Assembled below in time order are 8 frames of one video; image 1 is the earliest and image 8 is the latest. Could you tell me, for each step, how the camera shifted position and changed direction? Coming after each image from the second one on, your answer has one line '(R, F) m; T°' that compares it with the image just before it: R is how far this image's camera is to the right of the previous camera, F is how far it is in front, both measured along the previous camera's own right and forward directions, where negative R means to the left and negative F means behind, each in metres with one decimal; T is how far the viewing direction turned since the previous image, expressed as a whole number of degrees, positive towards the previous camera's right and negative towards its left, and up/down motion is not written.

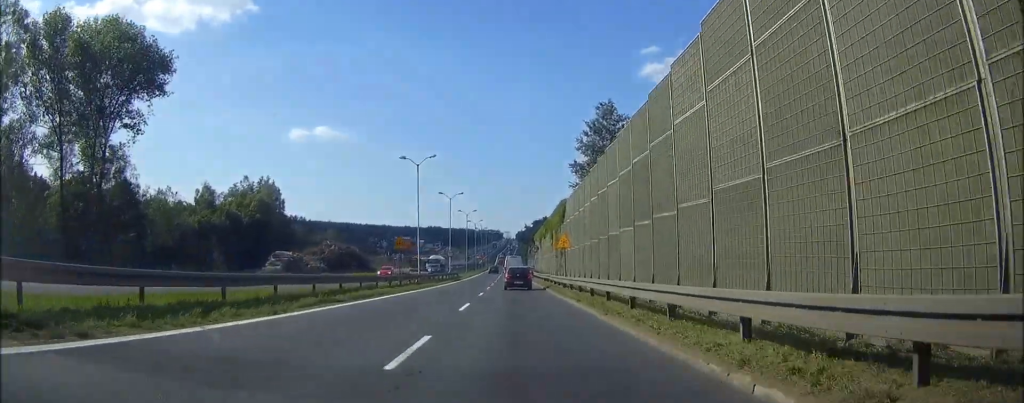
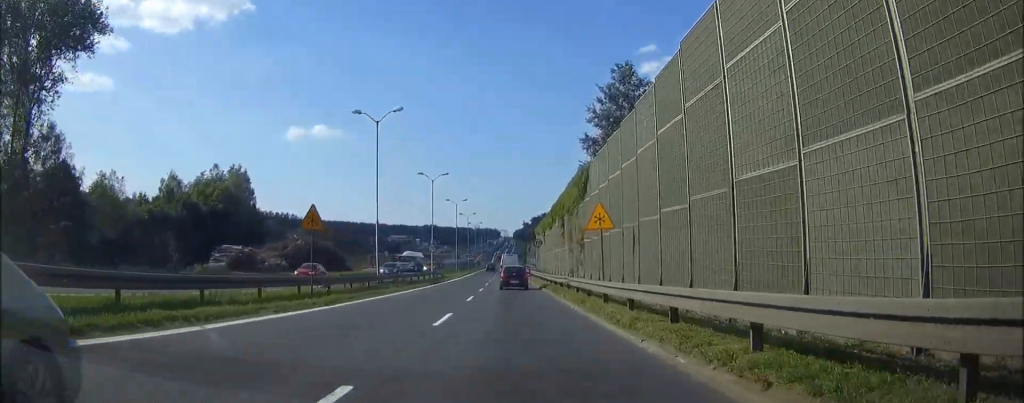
(0.0, +16.8) m; 0°
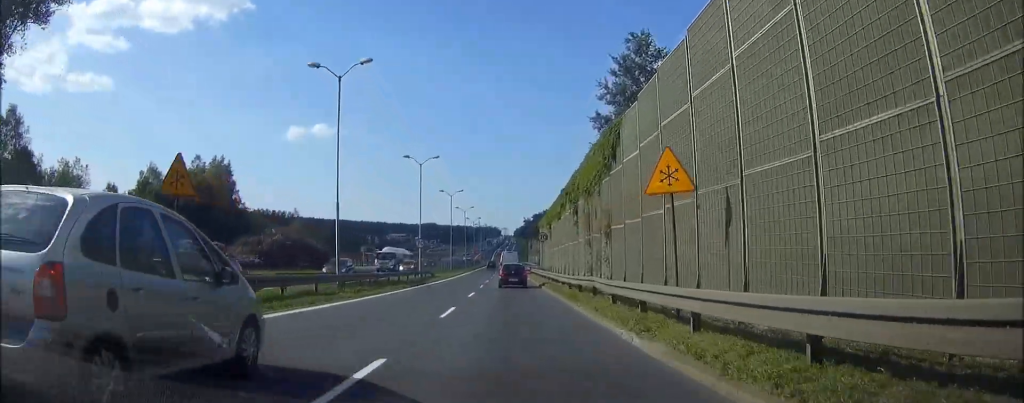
(0.0, +9.7) m; 0°
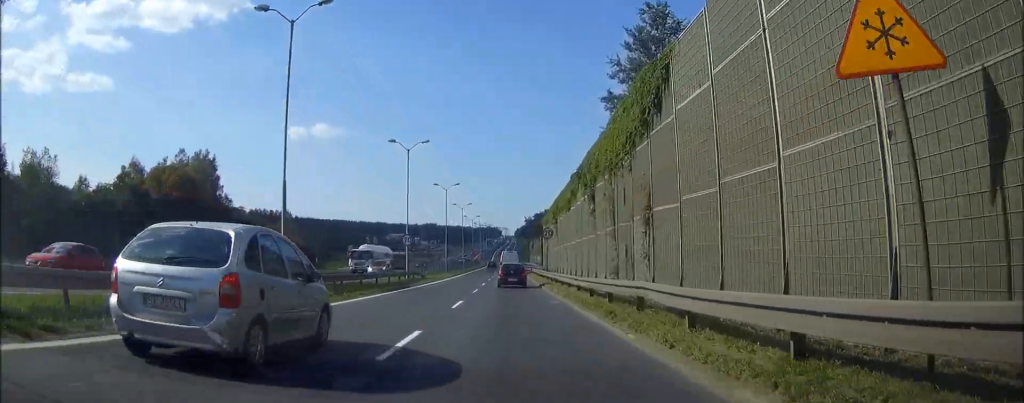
(0.0, +7.7) m; 0°
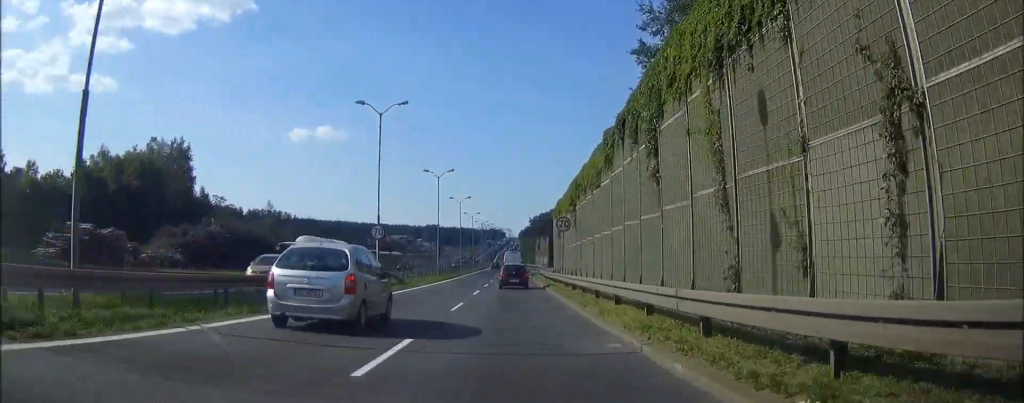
(0.0, +12.9) m; 0°
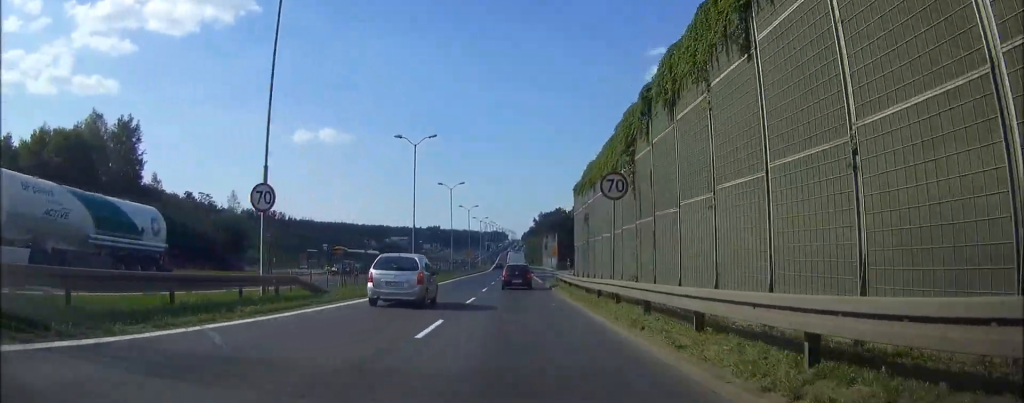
(-0.1, +19.2) m; 0°
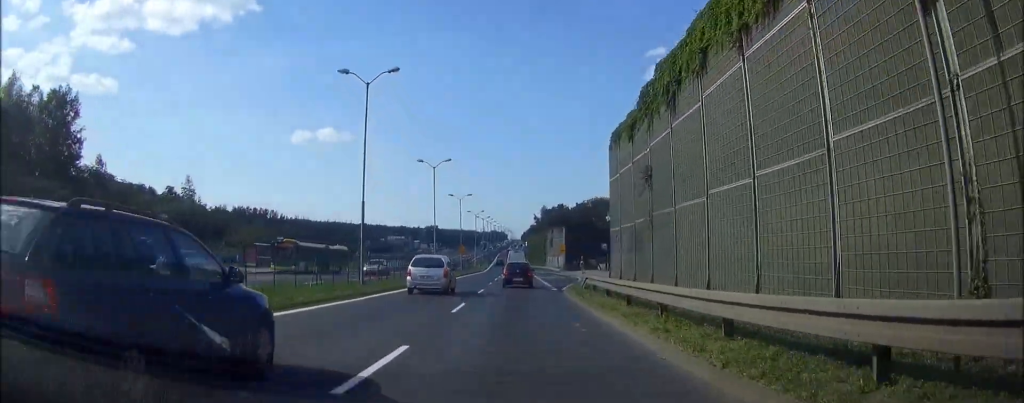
(+0.1, +16.5) m; 0°
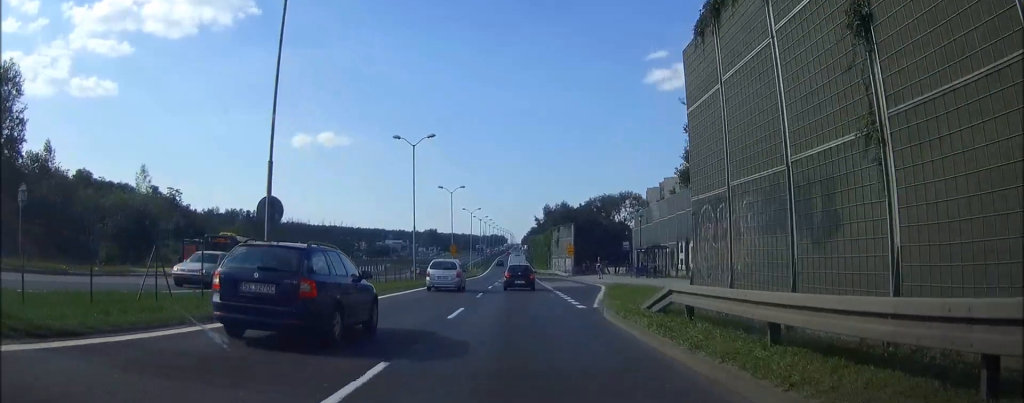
(-0.1, +13.3) m; 0°
